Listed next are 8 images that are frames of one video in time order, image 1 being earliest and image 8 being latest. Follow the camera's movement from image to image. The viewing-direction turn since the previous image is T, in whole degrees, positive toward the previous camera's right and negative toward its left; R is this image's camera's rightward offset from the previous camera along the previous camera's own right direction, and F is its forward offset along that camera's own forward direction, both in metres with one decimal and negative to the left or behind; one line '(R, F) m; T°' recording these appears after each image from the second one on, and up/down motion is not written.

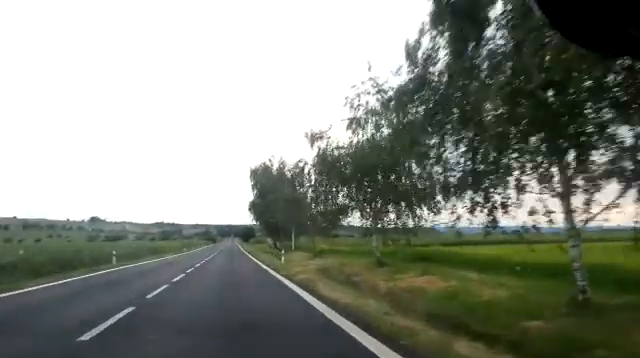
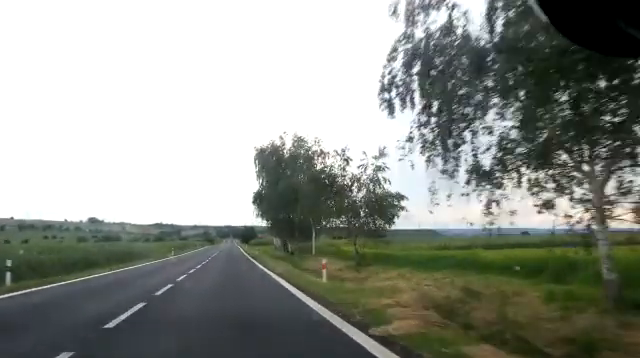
(0.0, +12.4) m; 0°
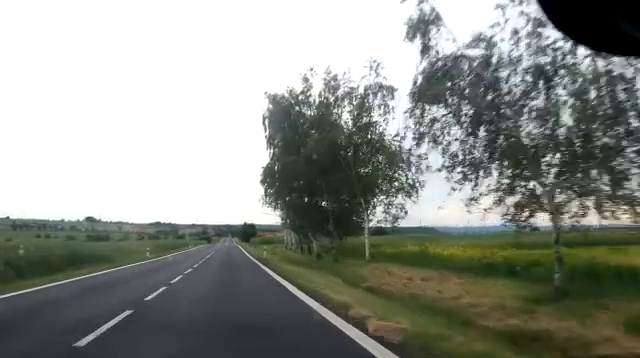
(+0.1, +14.7) m; 0°
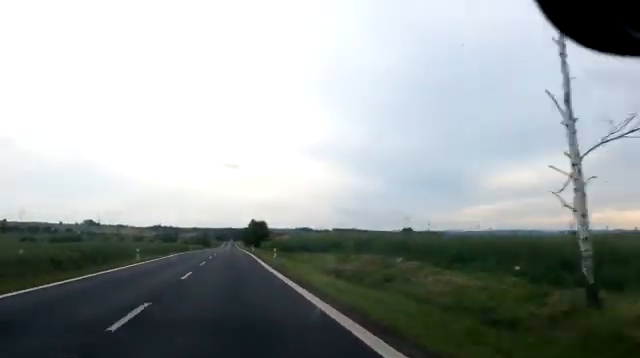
(0.0, +43.9) m; +1°
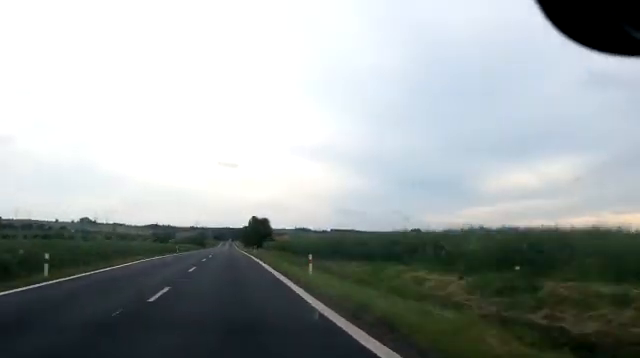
(0.0, +15.2) m; 0°
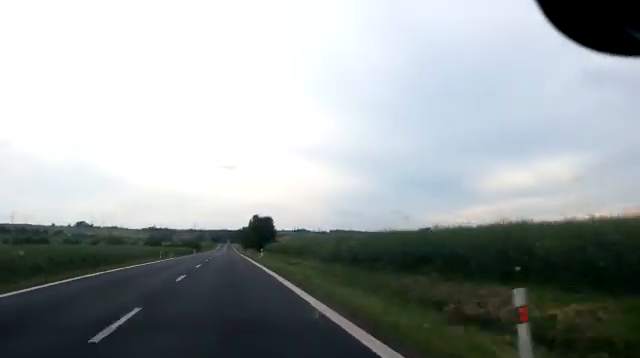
(0.0, +12.8) m; 0°
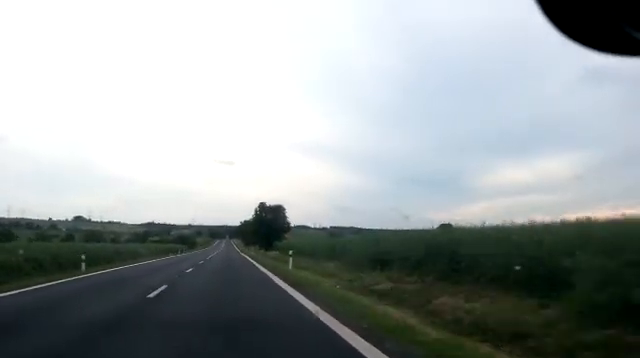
(0.0, +23.2) m; 0°
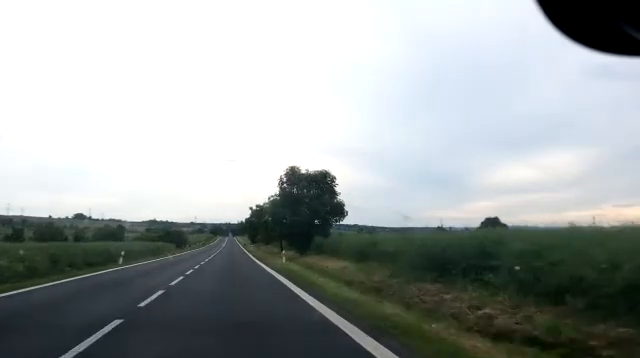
(-0.2, +33.5) m; 0°
